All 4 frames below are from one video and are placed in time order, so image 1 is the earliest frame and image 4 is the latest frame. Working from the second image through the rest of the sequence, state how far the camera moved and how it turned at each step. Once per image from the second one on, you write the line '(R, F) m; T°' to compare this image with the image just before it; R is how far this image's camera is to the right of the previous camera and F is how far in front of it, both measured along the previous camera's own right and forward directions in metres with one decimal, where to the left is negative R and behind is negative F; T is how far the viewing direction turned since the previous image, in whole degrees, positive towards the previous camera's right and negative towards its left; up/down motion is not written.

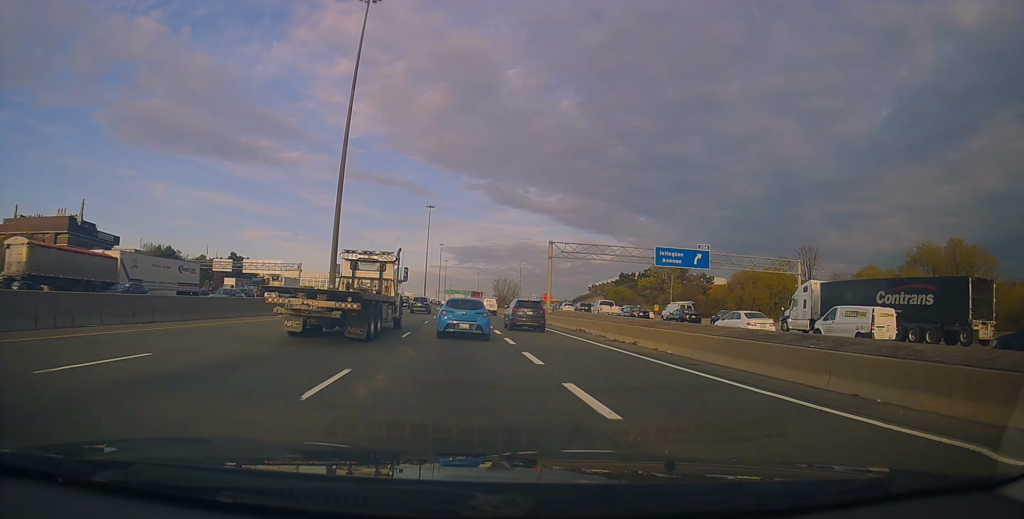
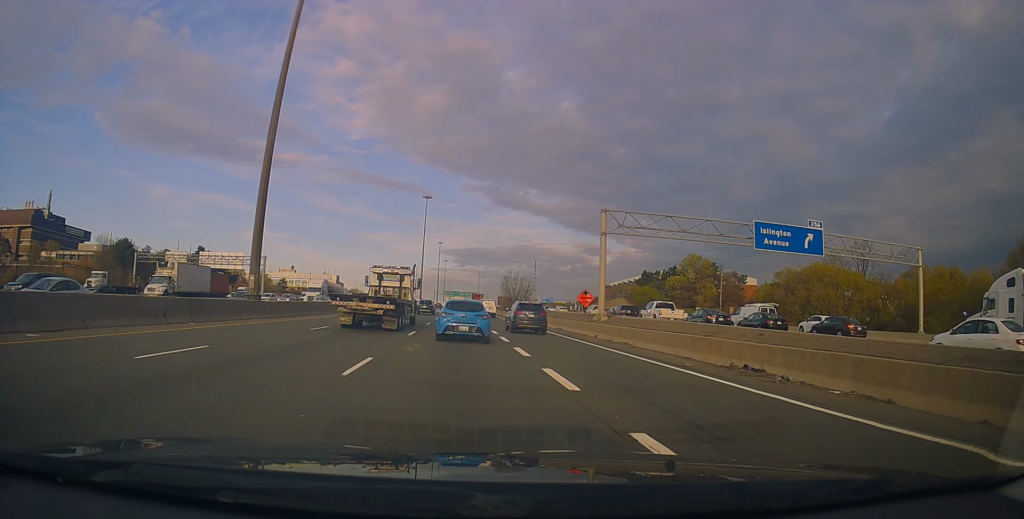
(0.0, +22.3) m; 0°
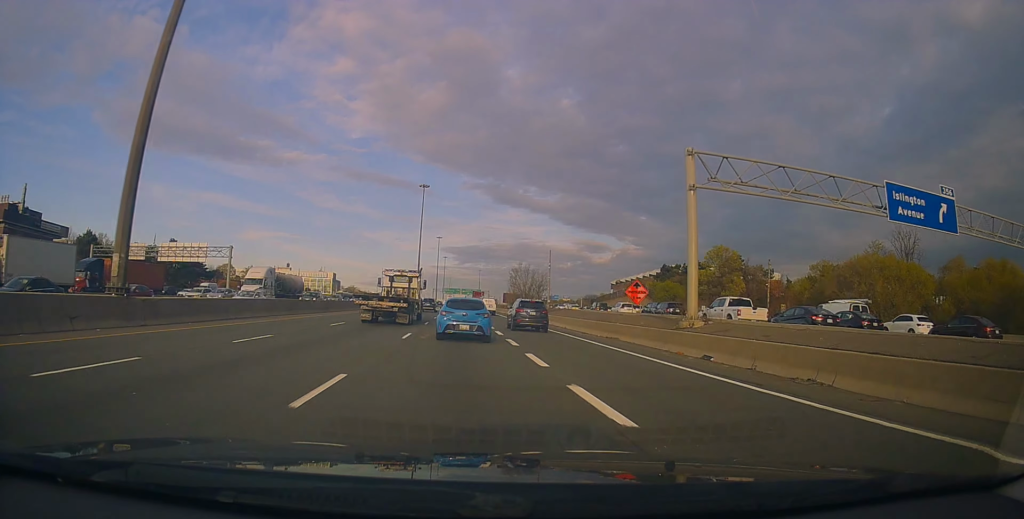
(0.0, +14.6) m; 0°
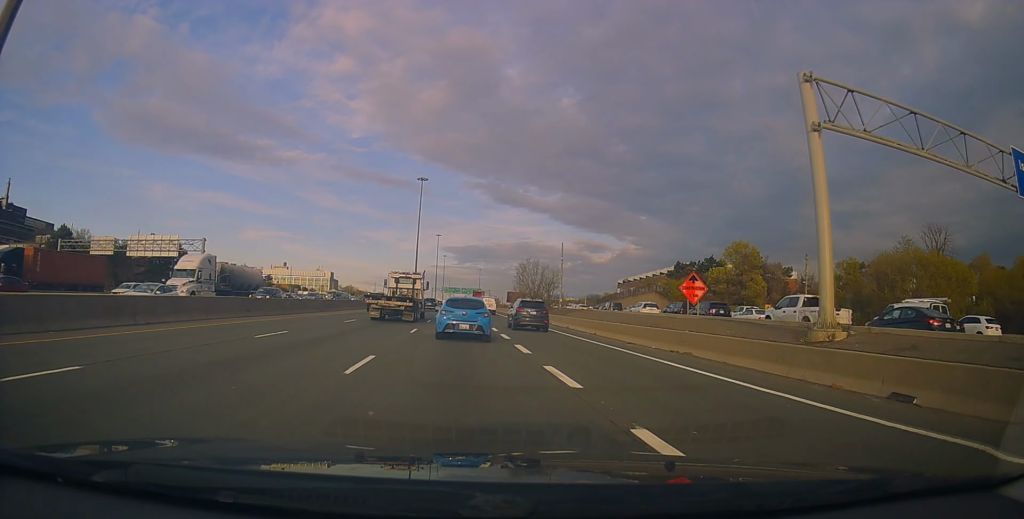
(0.0, +9.3) m; 0°
